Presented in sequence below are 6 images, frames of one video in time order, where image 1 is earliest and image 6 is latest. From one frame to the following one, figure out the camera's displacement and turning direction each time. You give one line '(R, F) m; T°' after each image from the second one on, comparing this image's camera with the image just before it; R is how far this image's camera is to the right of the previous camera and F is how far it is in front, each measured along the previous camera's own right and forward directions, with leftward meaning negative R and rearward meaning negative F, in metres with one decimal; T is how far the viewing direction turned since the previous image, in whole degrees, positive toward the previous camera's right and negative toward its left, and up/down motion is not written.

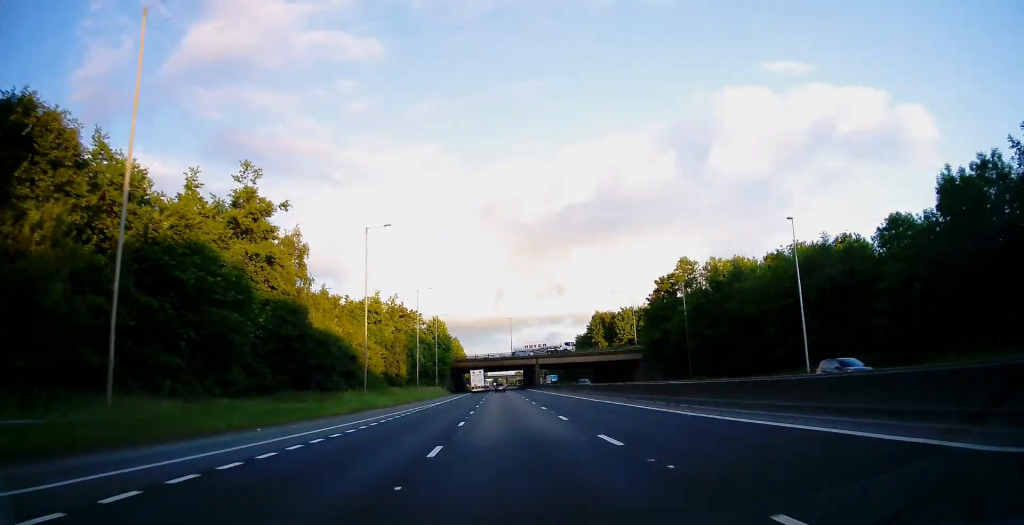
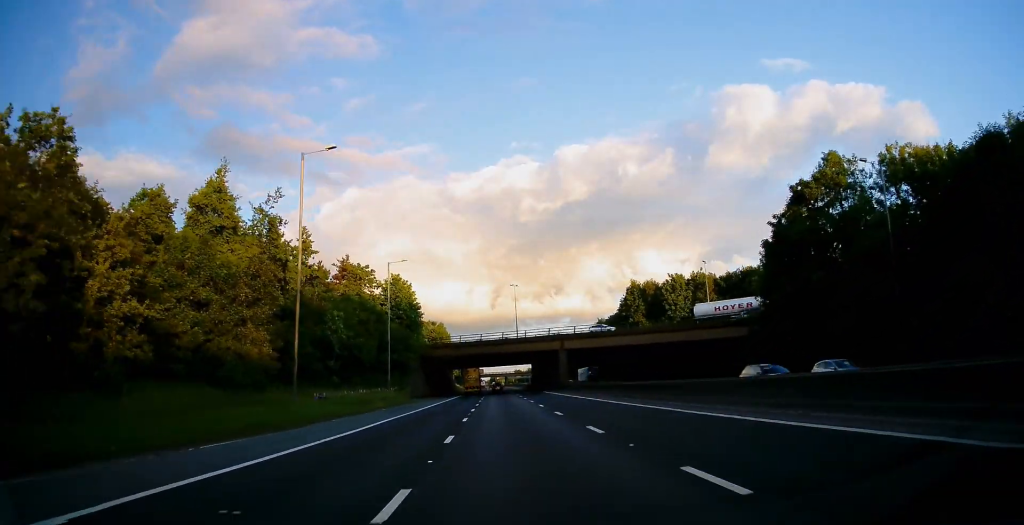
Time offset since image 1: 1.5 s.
(-0.2, +50.5) m; 0°
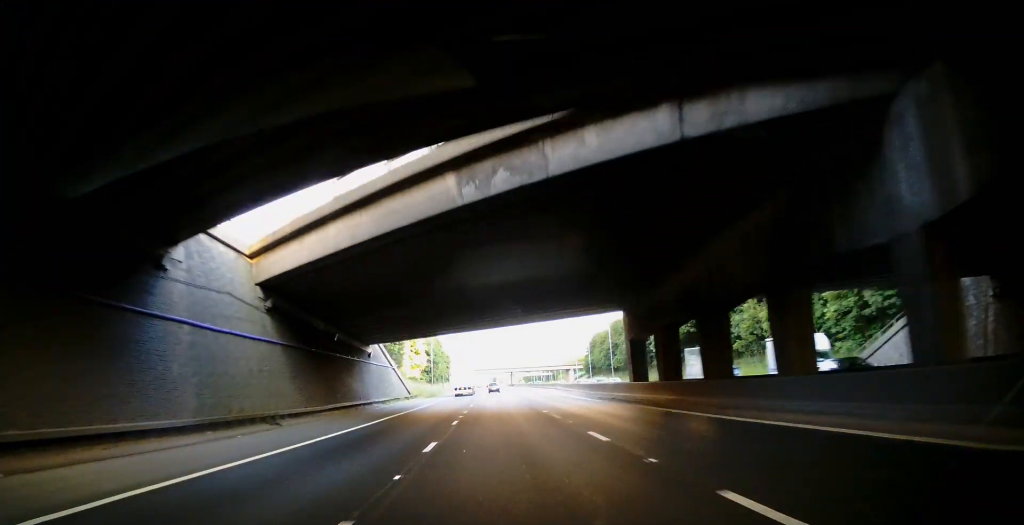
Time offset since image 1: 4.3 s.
(+0.8, +91.9) m; -1°
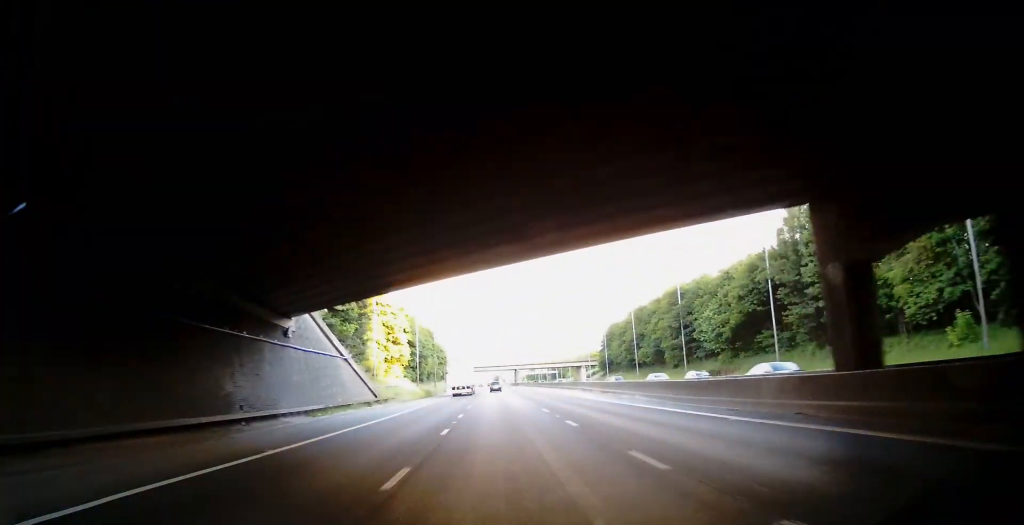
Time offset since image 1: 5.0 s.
(-0.5, +22.1) m; 0°
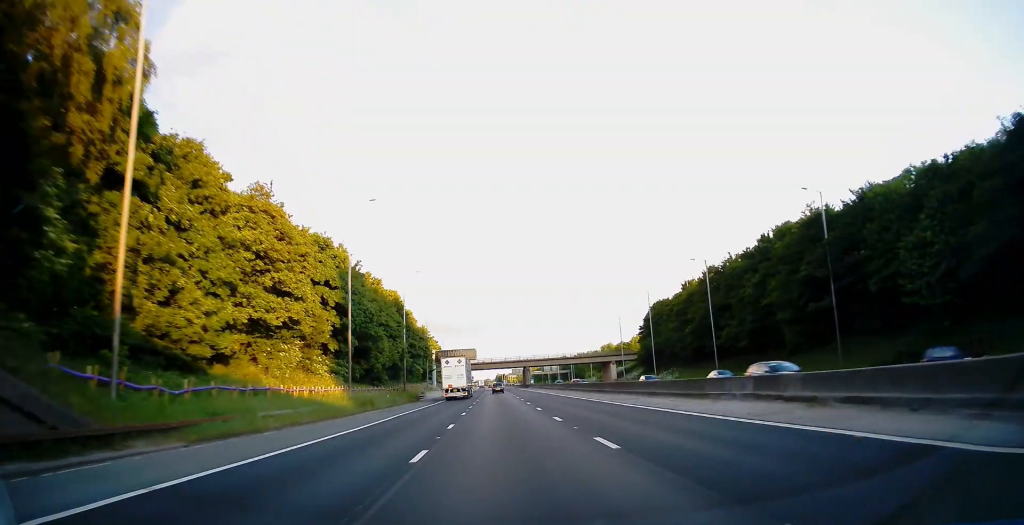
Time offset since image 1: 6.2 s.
(+0.3, +40.9) m; +1°
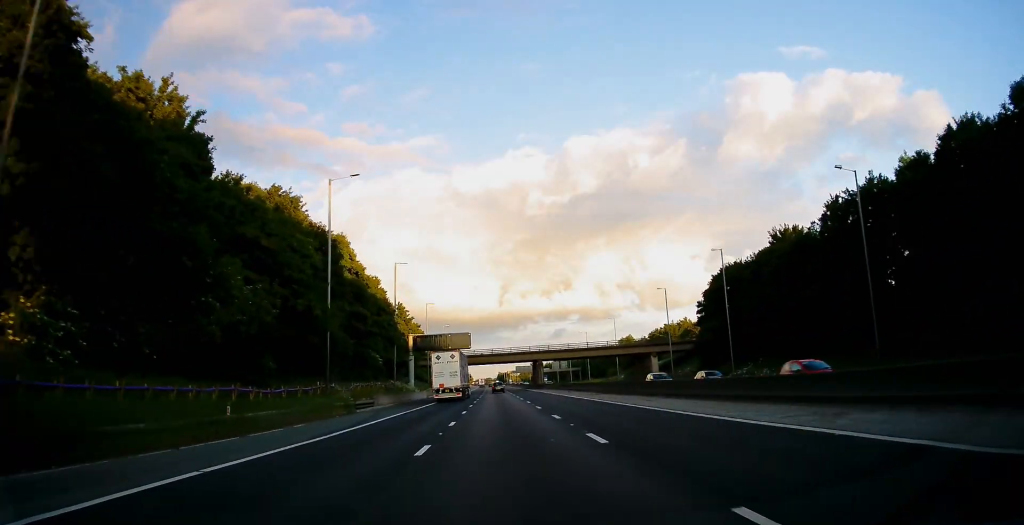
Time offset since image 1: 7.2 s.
(-0.1, +34.5) m; 0°
